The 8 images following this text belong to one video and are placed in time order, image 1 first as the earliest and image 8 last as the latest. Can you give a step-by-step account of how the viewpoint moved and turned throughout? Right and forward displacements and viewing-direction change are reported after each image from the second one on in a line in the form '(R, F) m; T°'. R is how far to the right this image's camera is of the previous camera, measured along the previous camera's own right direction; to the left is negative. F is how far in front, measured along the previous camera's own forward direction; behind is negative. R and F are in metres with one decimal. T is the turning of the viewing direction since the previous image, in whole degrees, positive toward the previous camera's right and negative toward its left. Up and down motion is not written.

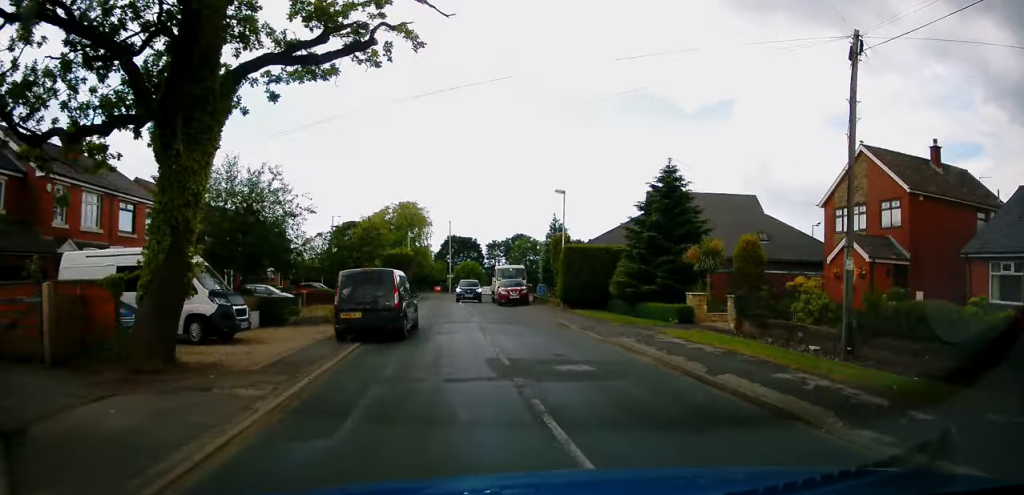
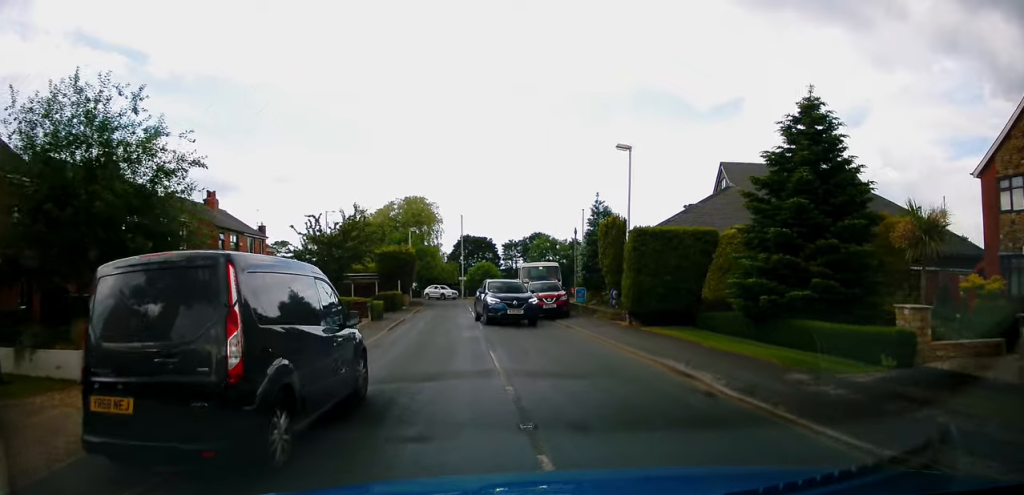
(-0.1, +11.6) m; -1°
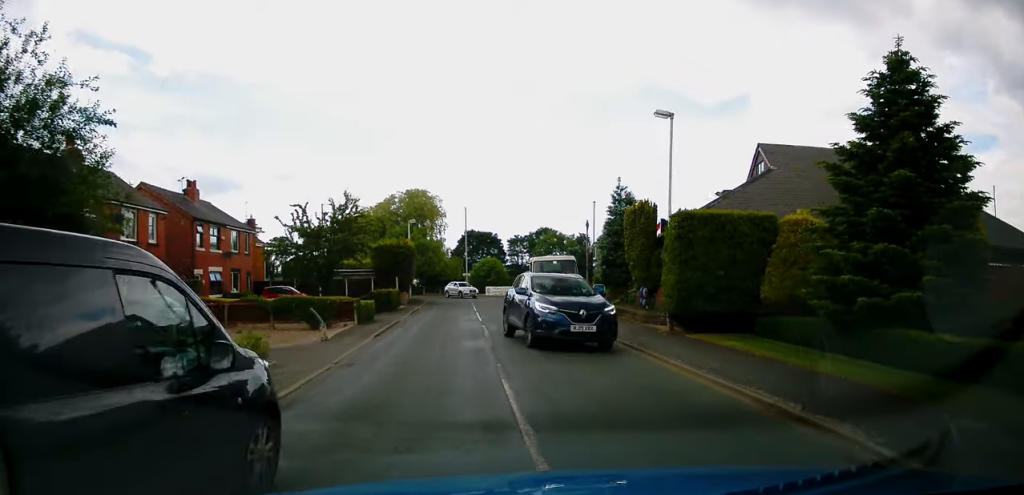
(0.0, +3.9) m; -1°
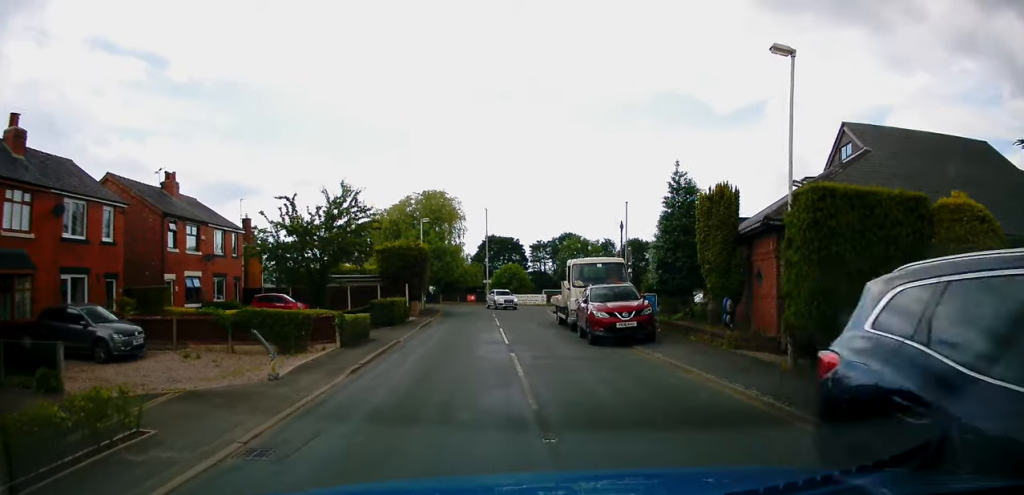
(0.0, +5.7) m; -1°
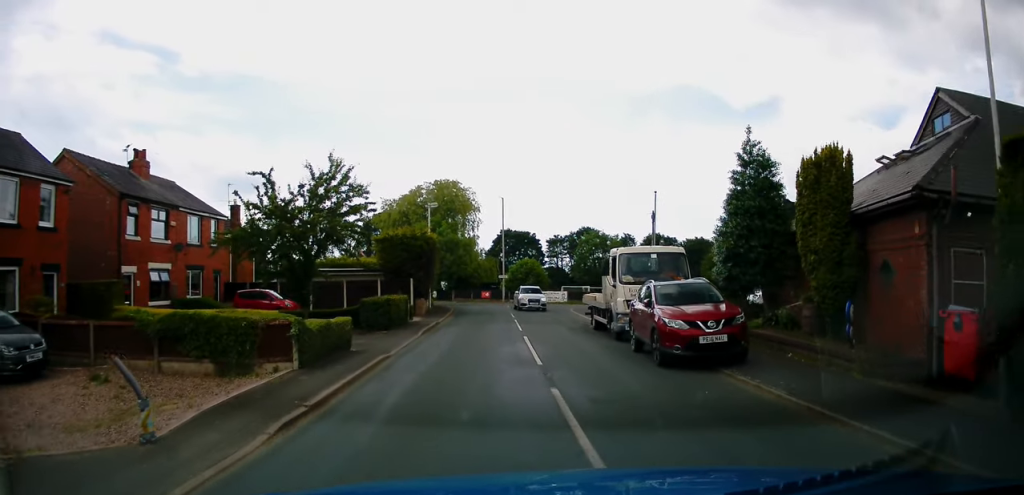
(-0.1, +5.0) m; -1°
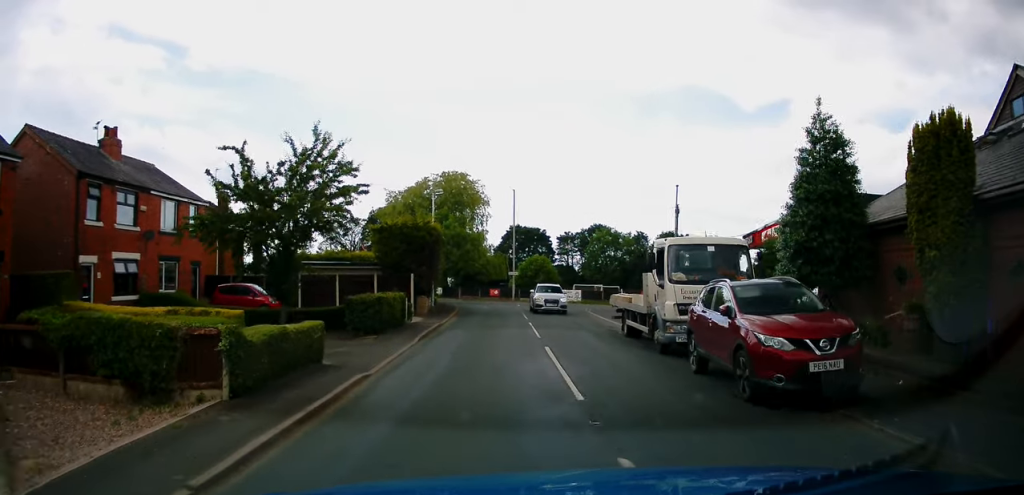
(0.0, +3.7) m; -1°
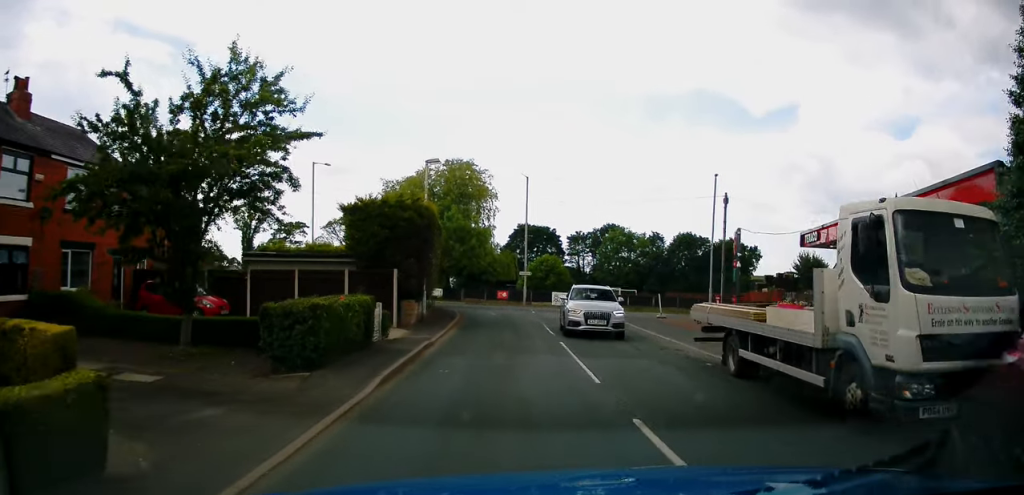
(0.0, +7.1) m; -1°
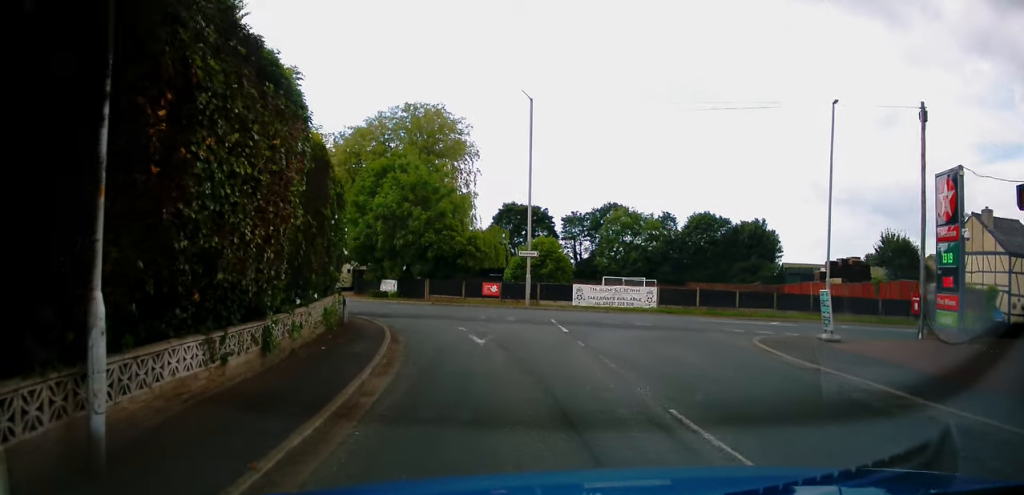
(-0.2, +18.4) m; 0°
